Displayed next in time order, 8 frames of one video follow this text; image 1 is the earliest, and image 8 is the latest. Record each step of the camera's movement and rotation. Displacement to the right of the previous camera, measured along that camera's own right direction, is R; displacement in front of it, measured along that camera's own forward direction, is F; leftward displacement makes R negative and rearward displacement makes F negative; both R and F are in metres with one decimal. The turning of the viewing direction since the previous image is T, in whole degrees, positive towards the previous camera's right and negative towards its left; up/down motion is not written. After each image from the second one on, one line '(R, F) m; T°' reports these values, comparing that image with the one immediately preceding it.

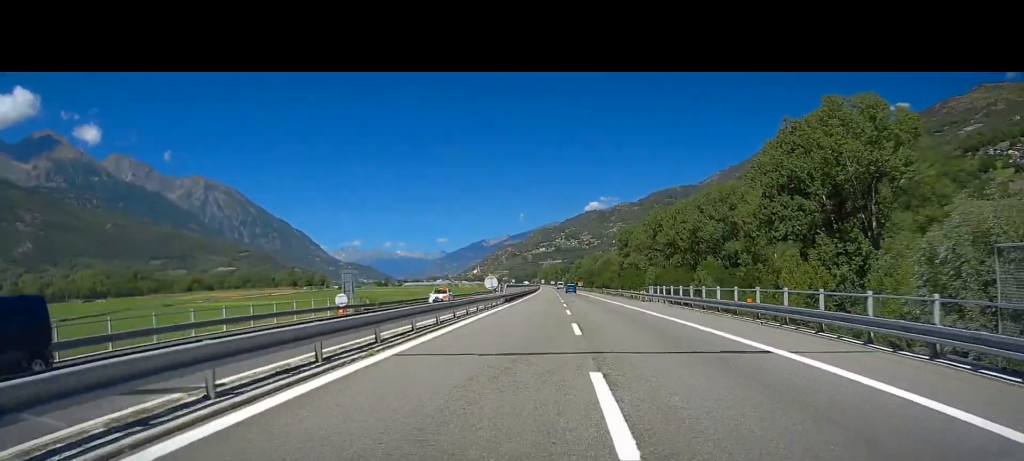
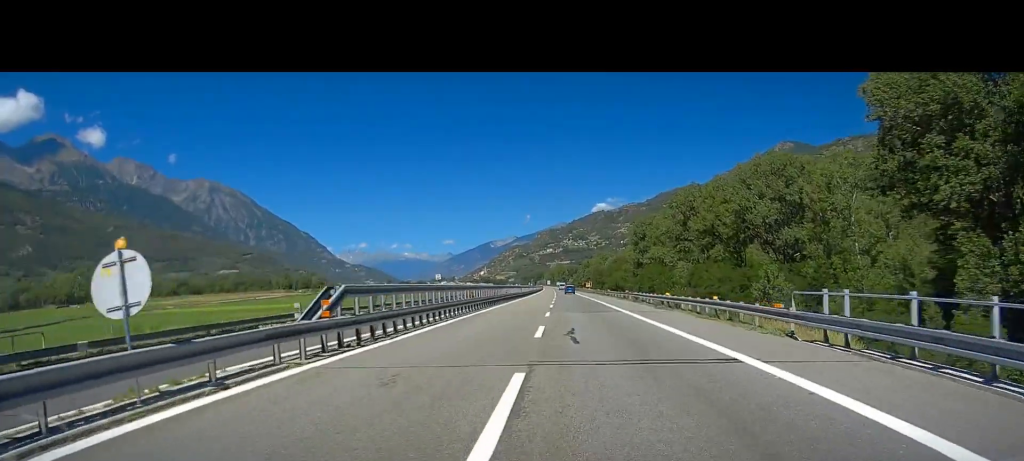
(0.0, +36.5) m; 0°
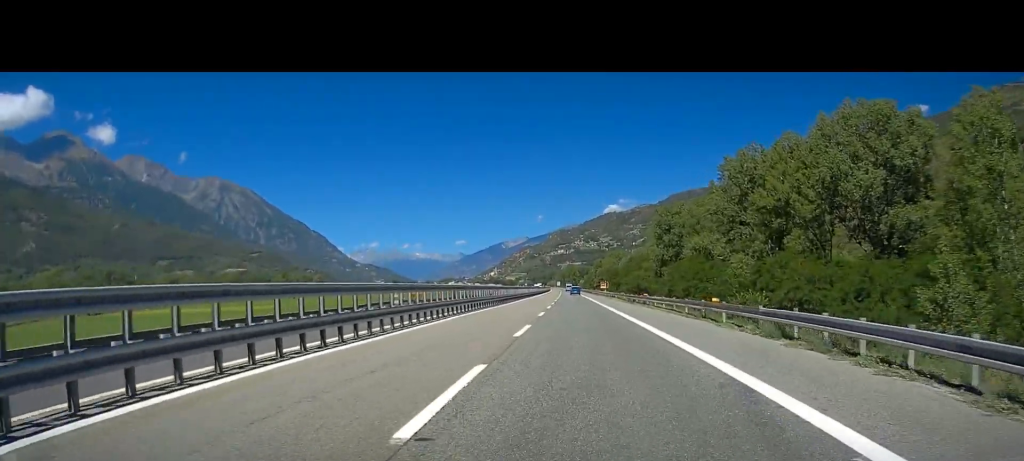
(+0.1, +36.0) m; -1°
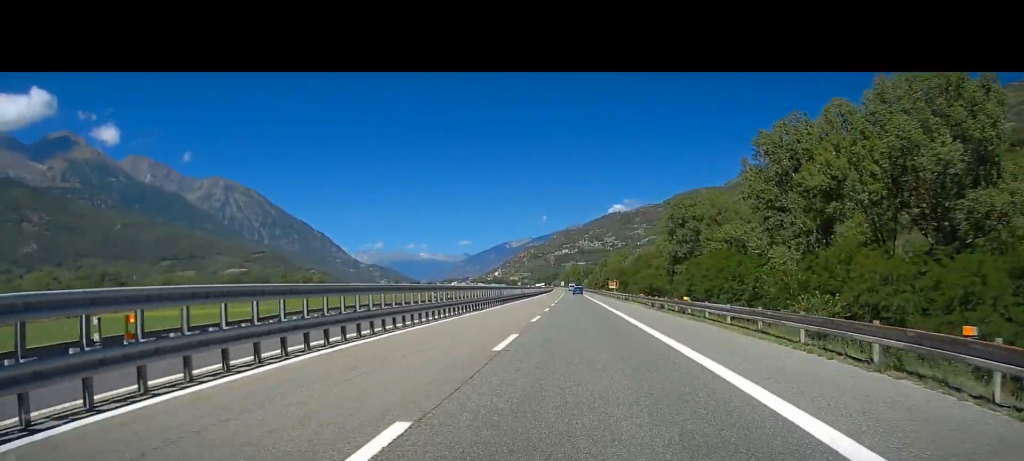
(-0.2, +16.2) m; -1°
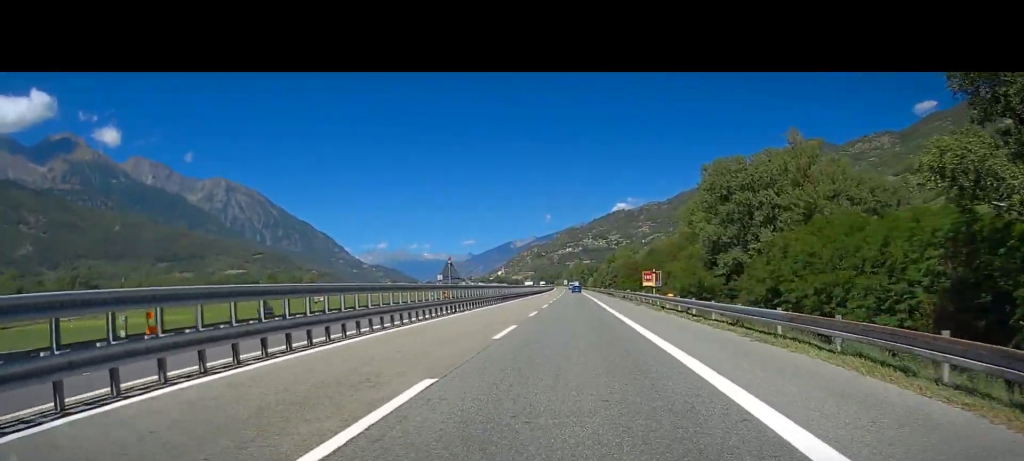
(-0.4, +45.0) m; 0°
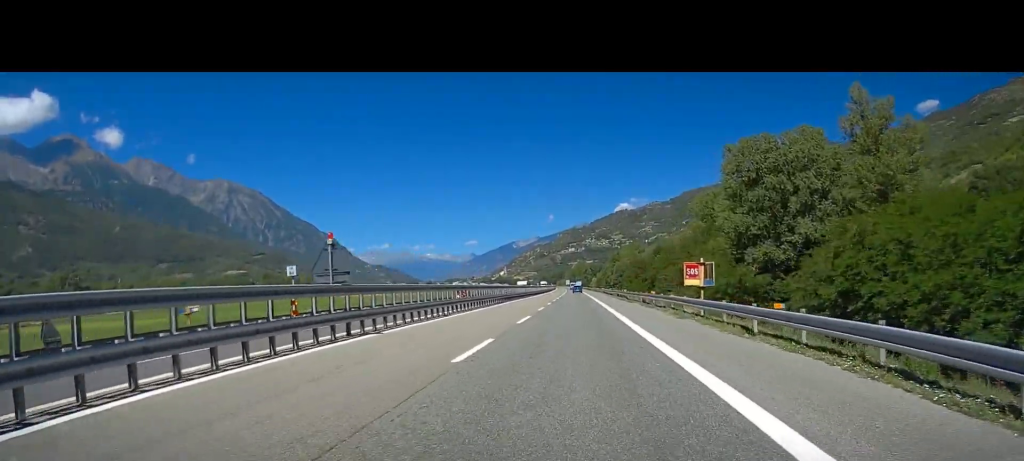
(0.0, +17.3) m; 0°
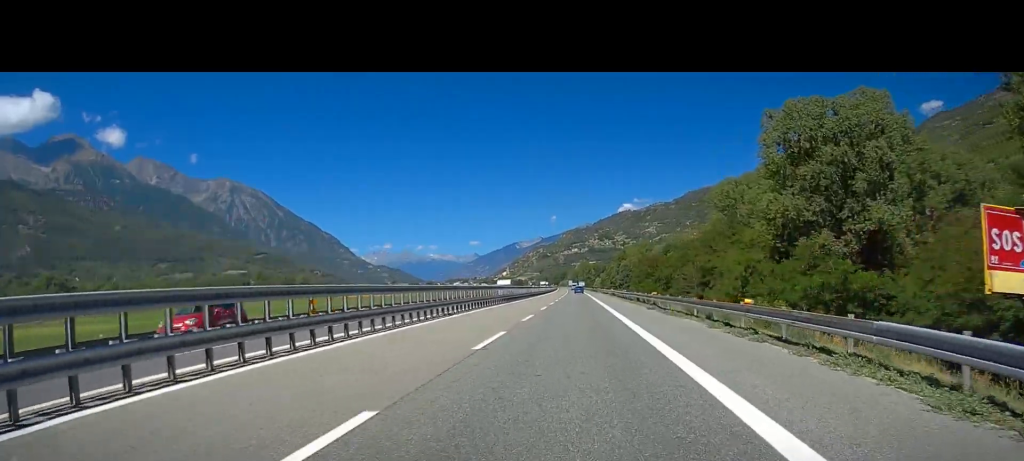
(0.0, +21.3) m; 0°
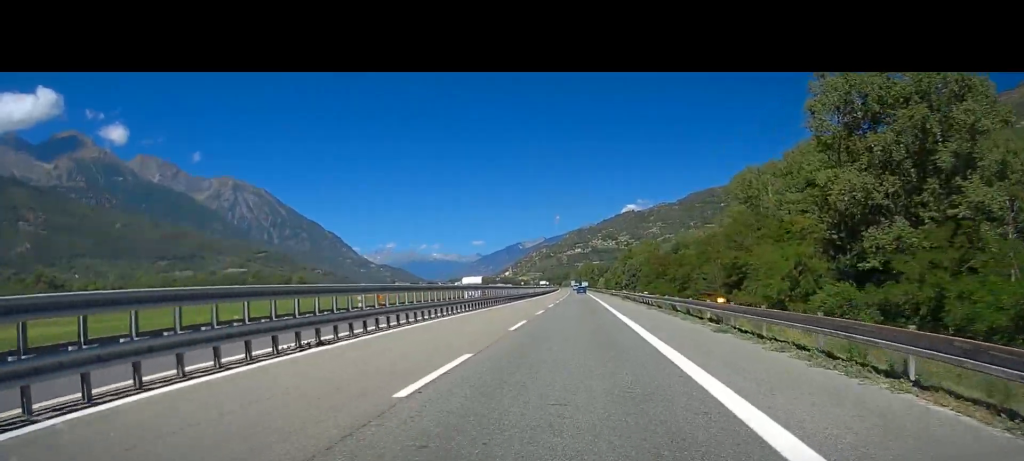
(0.0, +17.7) m; 0°
